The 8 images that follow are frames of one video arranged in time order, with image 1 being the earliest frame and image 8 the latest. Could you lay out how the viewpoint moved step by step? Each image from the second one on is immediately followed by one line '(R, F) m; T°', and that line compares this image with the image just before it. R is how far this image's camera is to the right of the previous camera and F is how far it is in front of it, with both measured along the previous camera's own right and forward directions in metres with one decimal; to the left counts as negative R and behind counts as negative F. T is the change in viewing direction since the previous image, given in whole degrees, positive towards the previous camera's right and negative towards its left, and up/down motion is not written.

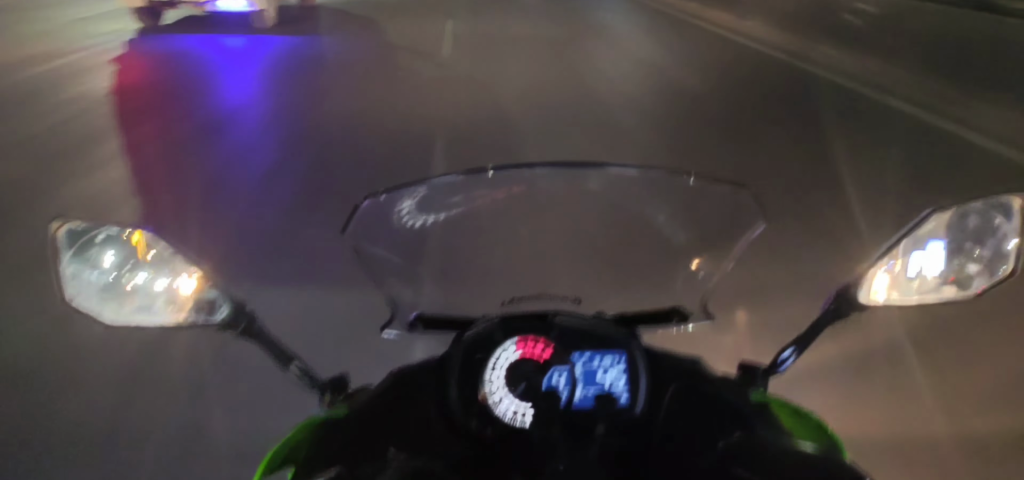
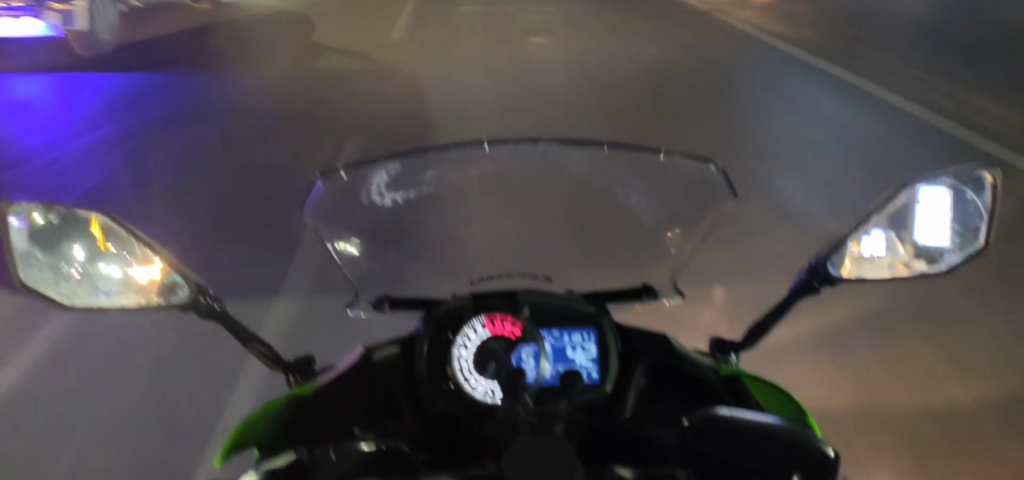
(0.0, +13.8) m; -1°
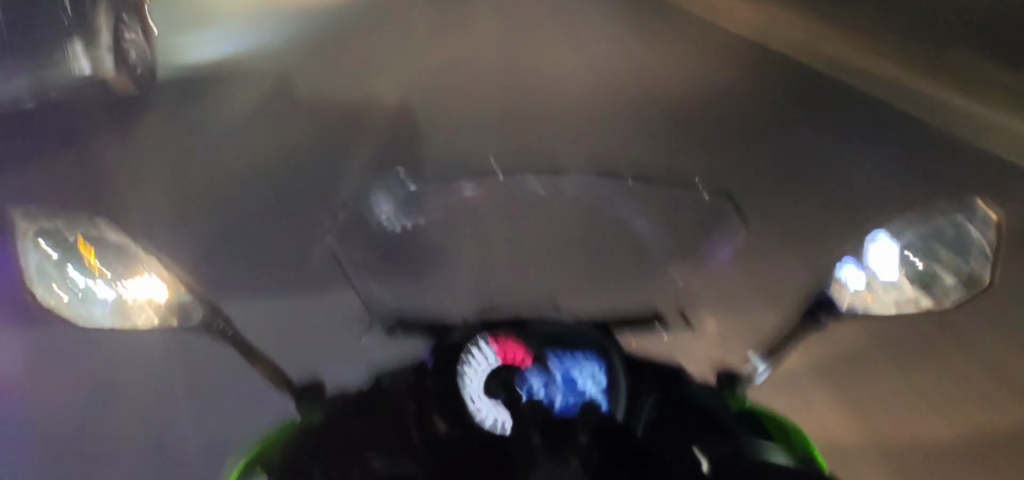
(-0.2, +10.6) m; -1°
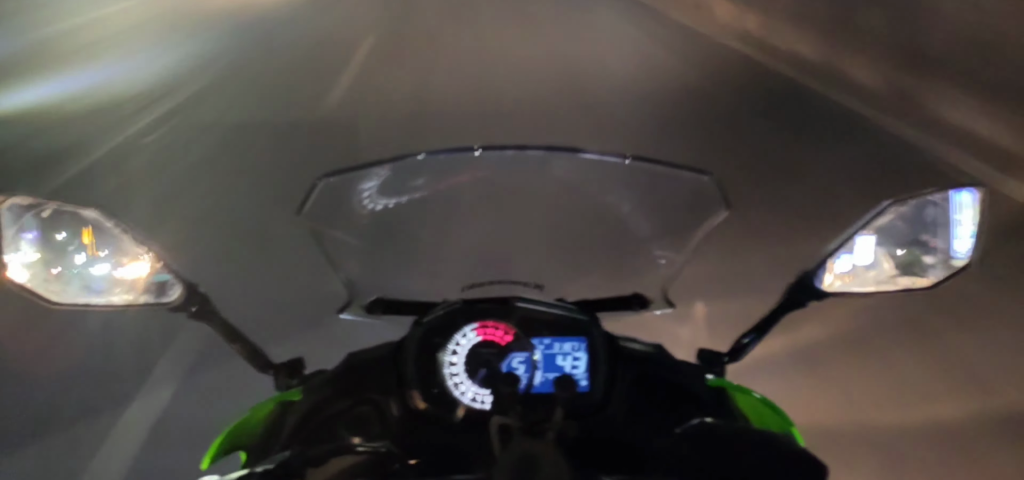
(0.0, +9.5) m; +3°
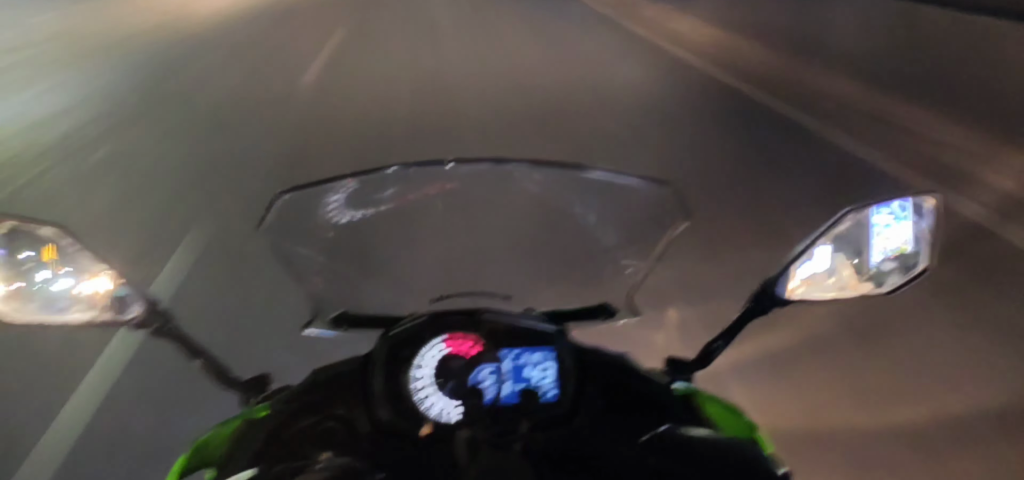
(0.0, +5.1) m; +2°
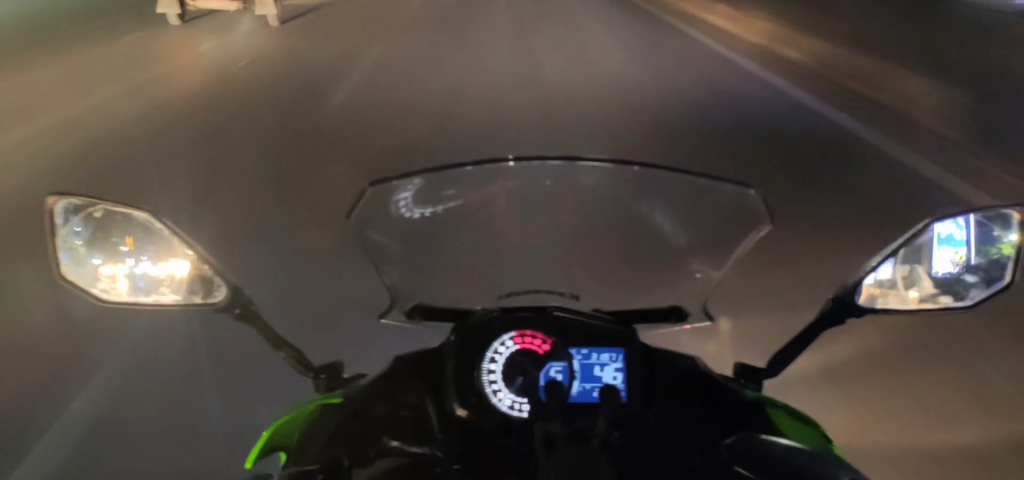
(-0.5, +32.8) m; -1°
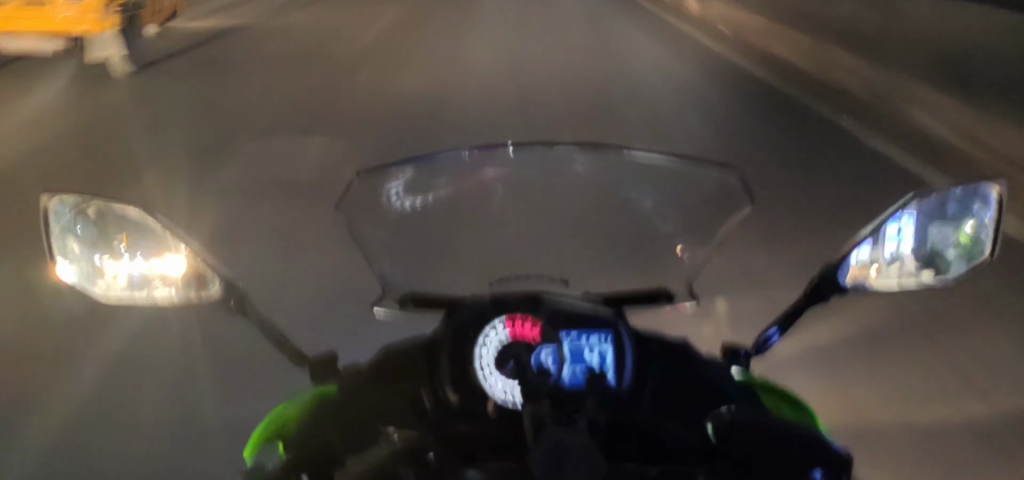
(+0.2, +9.8) m; +1°
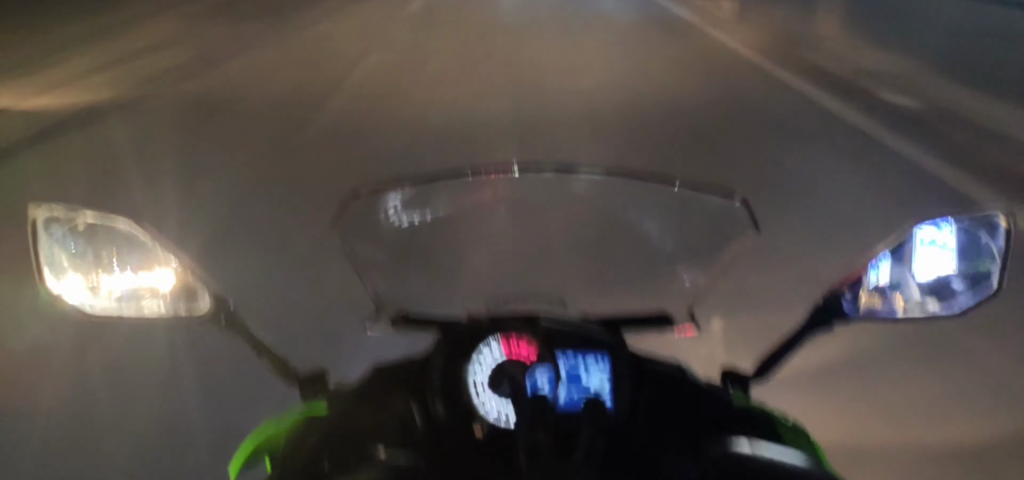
(+0.3, +9.2) m; 0°
